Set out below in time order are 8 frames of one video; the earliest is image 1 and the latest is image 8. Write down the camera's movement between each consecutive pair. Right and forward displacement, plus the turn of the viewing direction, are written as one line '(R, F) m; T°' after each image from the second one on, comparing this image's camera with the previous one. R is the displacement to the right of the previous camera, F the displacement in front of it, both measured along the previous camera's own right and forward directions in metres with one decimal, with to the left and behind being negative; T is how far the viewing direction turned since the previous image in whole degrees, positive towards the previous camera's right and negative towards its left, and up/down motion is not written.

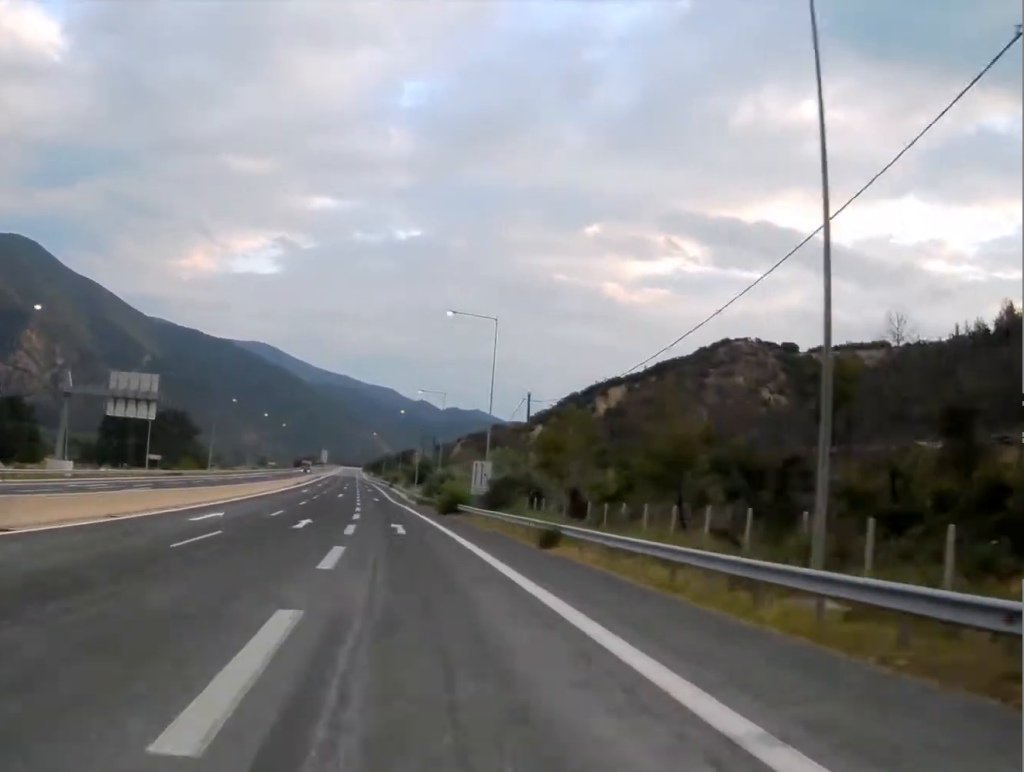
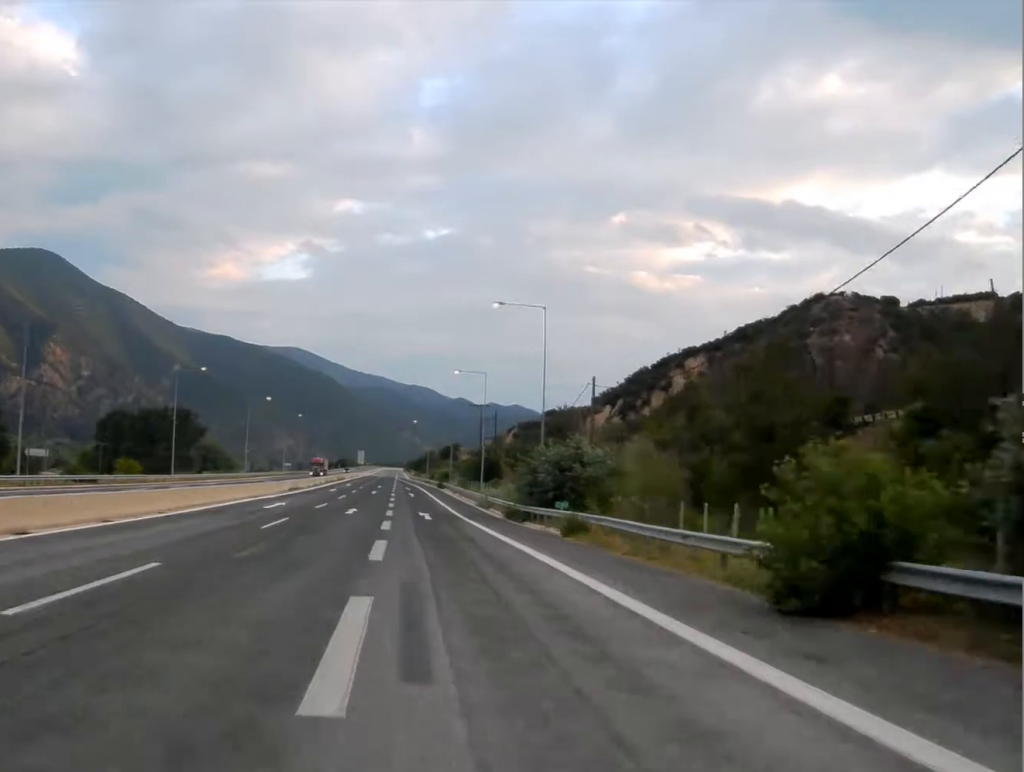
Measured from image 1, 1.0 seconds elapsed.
(-1.0, +48.9) m; -2°
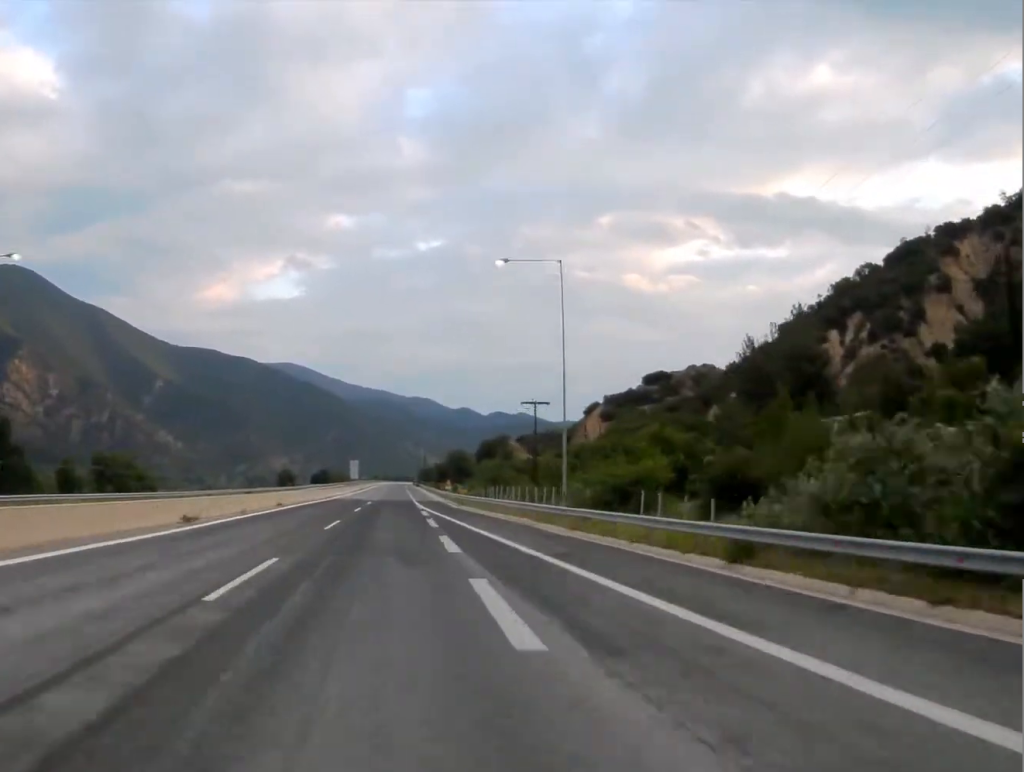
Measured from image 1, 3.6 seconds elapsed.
(-2.3, +145.5) m; -1°
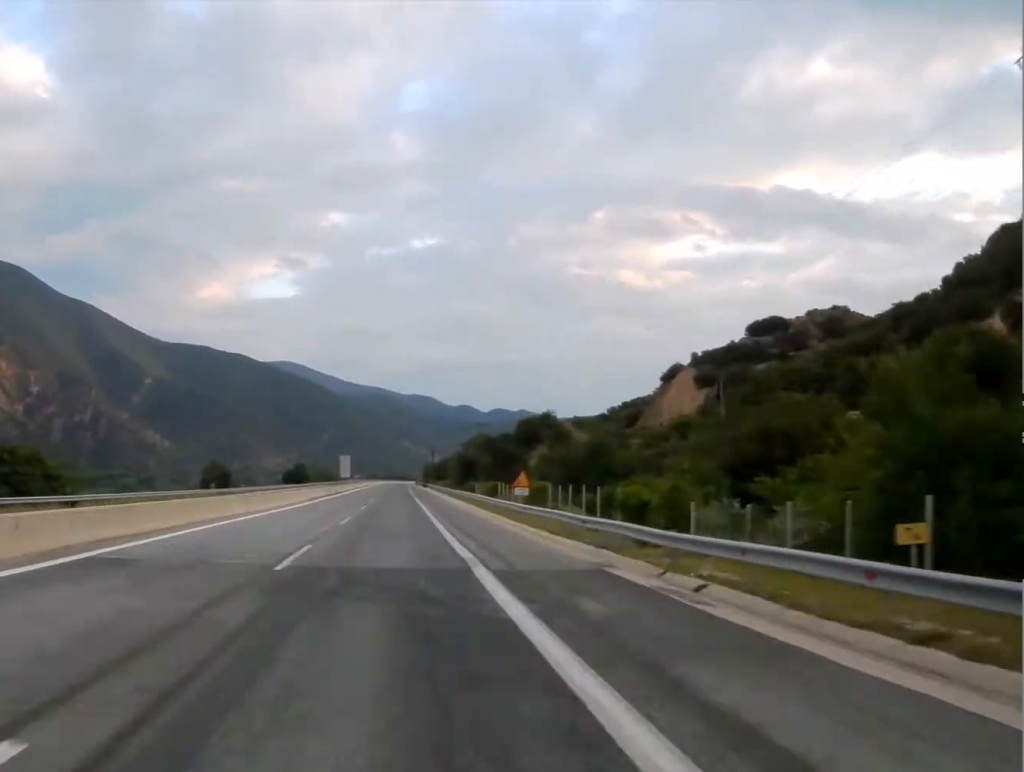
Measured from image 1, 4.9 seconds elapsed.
(+0.1, +69.0) m; 0°
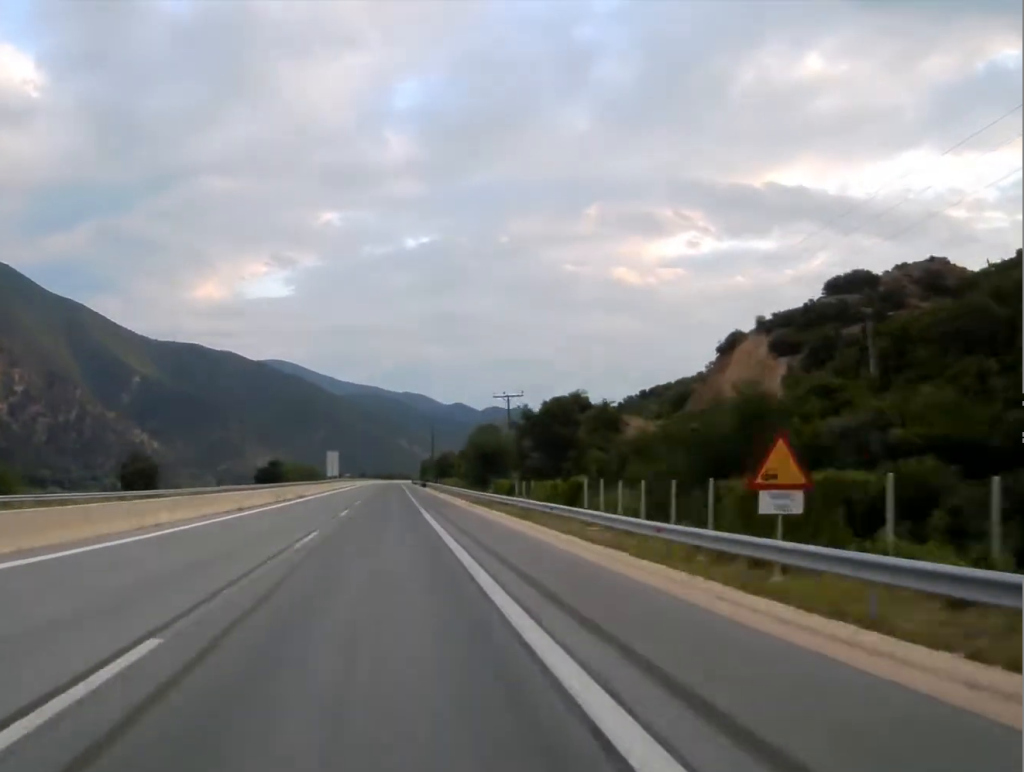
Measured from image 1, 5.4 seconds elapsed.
(+0.1, +32.3) m; 0°
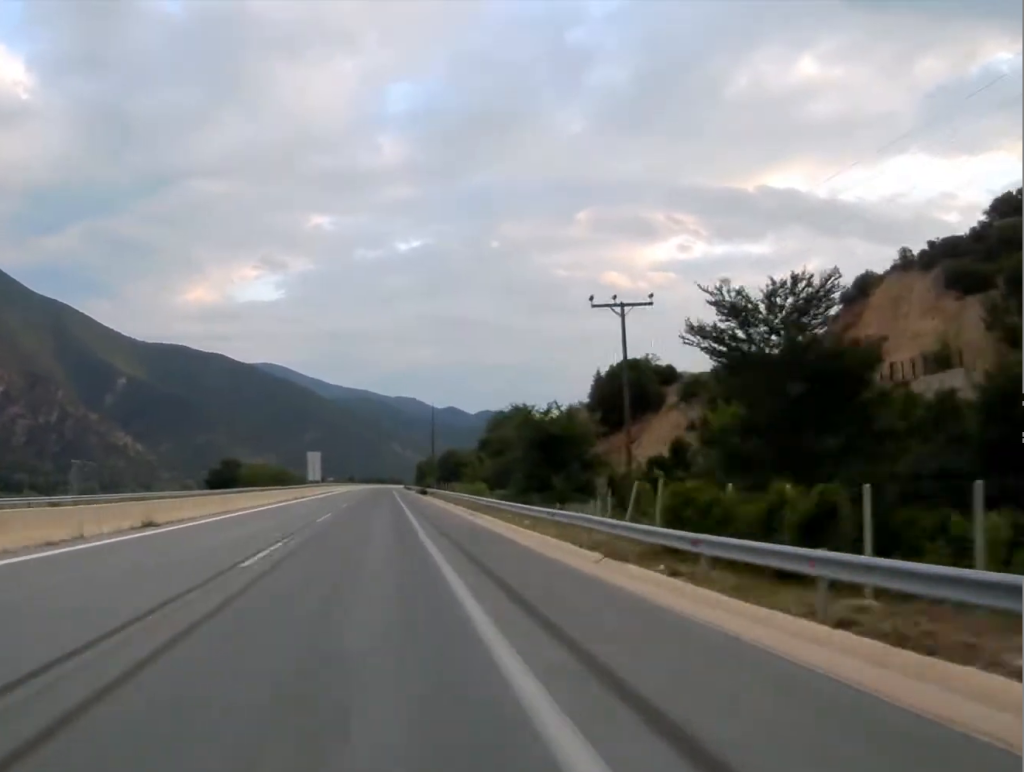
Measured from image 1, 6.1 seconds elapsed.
(+0.2, +40.3) m; 0°
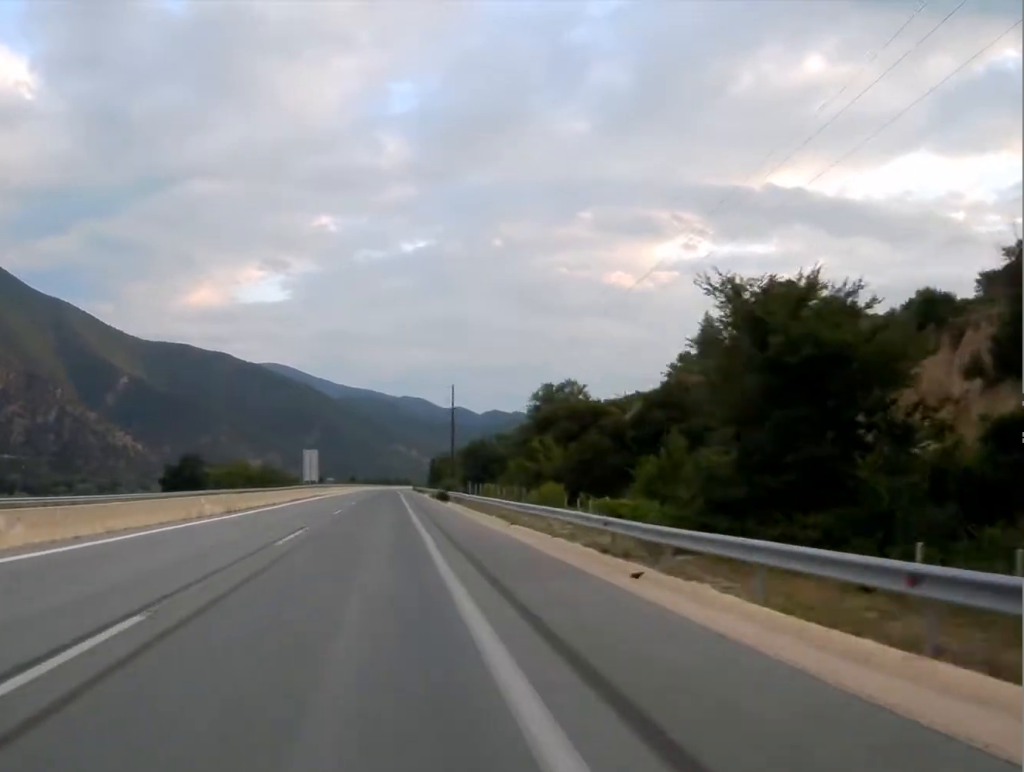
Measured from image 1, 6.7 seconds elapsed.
(+0.1, +29.6) m; 0°
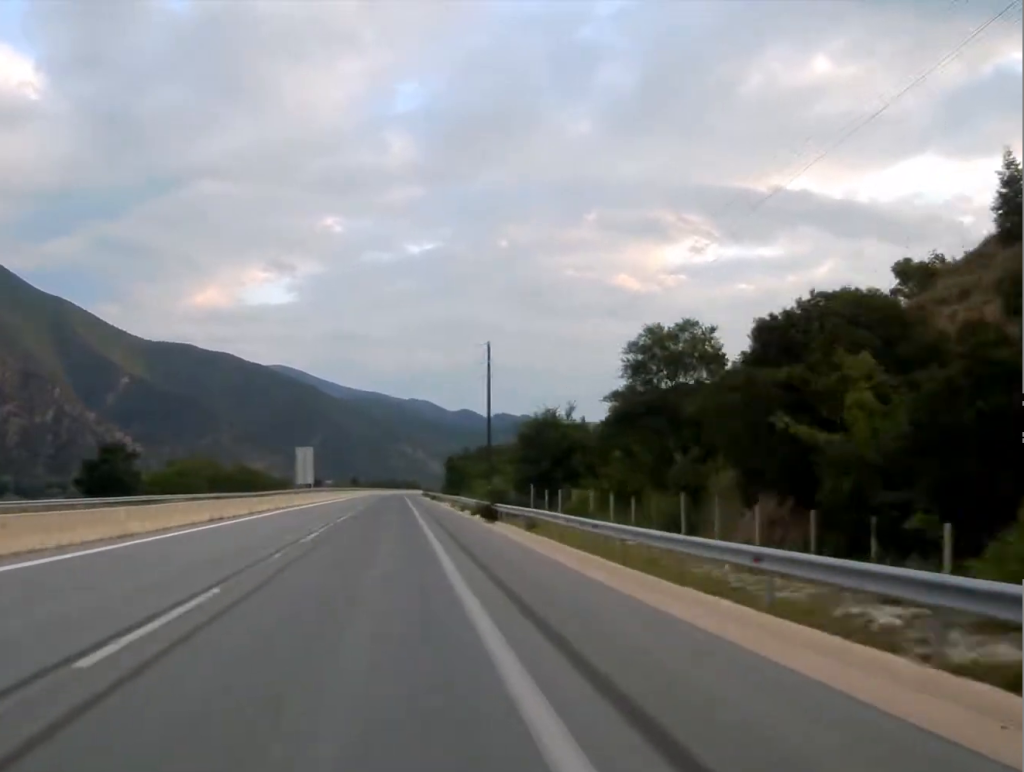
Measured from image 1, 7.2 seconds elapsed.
(+0.1, +31.4) m; 0°
